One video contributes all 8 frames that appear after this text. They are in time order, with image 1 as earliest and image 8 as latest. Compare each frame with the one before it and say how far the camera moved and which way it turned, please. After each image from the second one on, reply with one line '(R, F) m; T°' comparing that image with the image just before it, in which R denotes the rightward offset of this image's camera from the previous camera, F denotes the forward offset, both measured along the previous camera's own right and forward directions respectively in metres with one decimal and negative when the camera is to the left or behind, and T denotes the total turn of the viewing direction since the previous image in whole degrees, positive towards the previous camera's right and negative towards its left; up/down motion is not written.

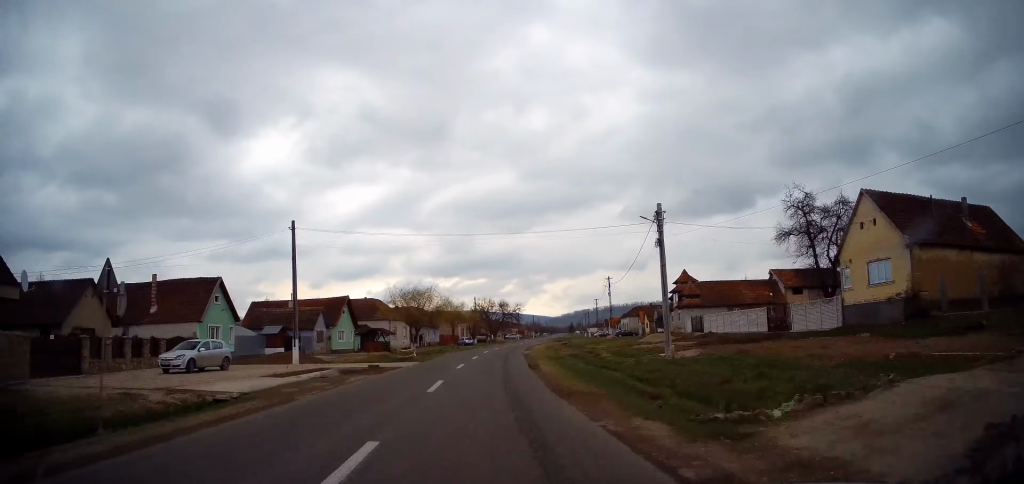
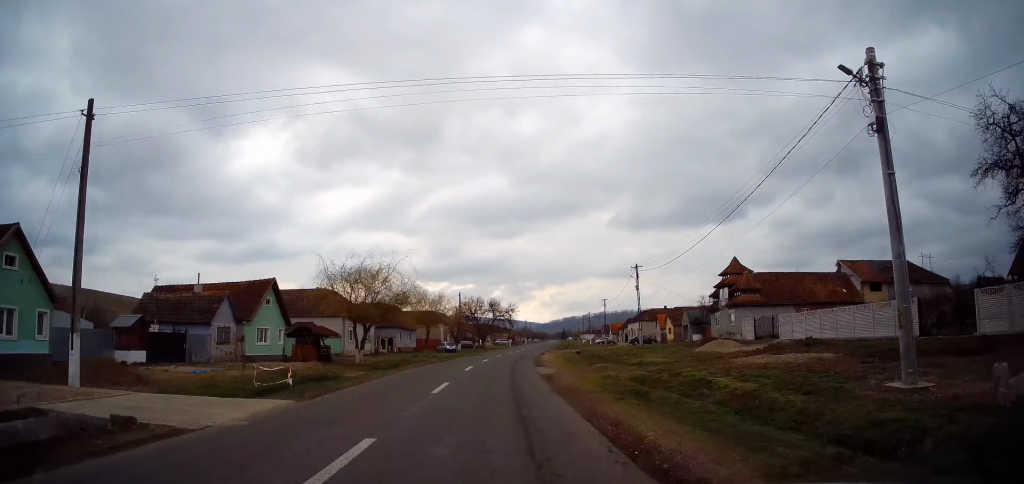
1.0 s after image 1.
(+0.5, +17.5) m; +2°
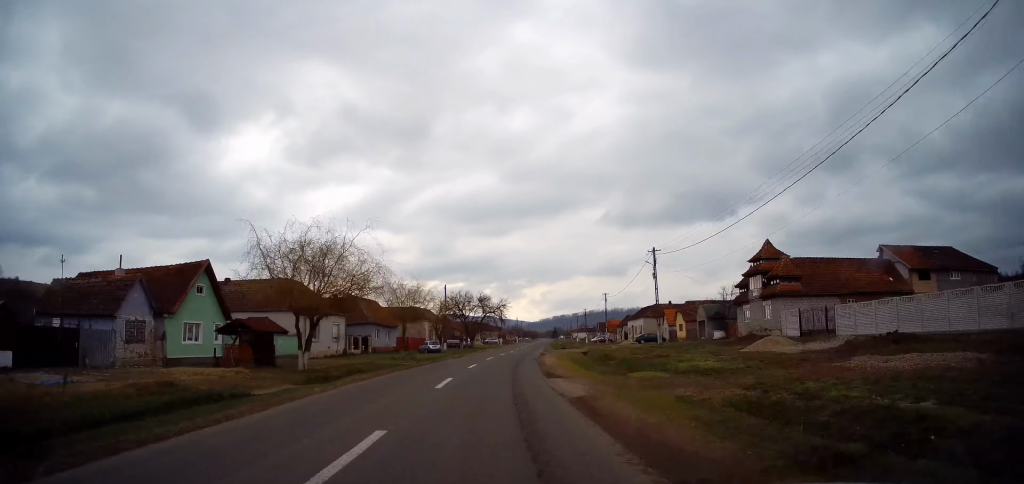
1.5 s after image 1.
(-0.1, +8.7) m; +1°
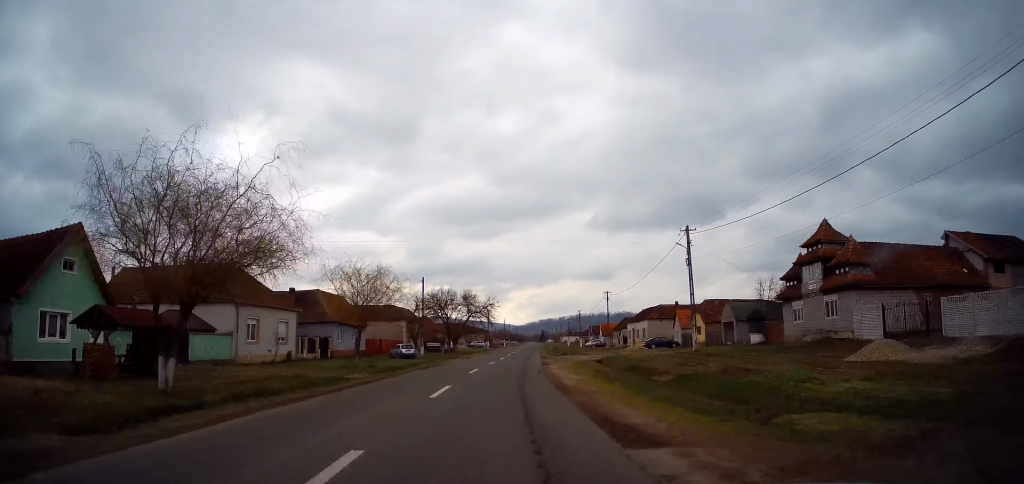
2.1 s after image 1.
(+0.2, +10.5) m; +1°
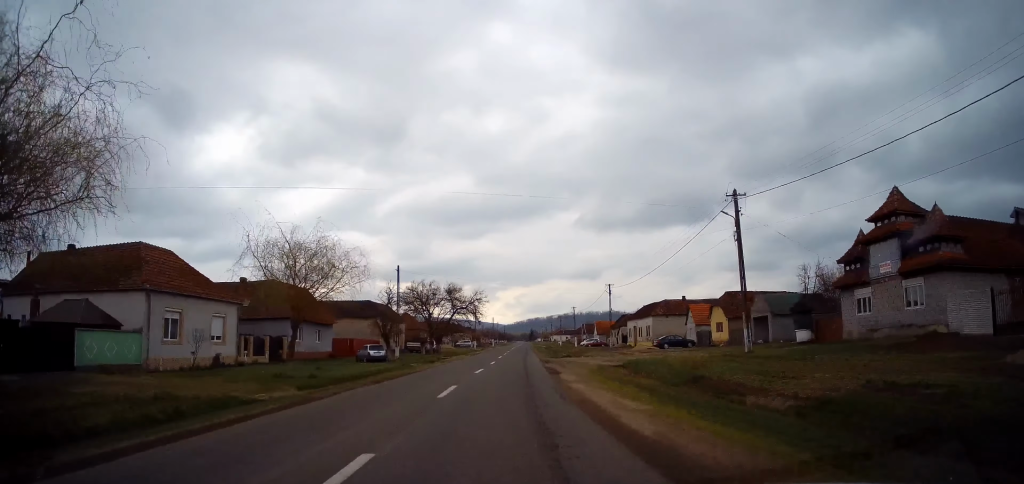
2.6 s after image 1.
(+0.2, +8.8) m; +1°
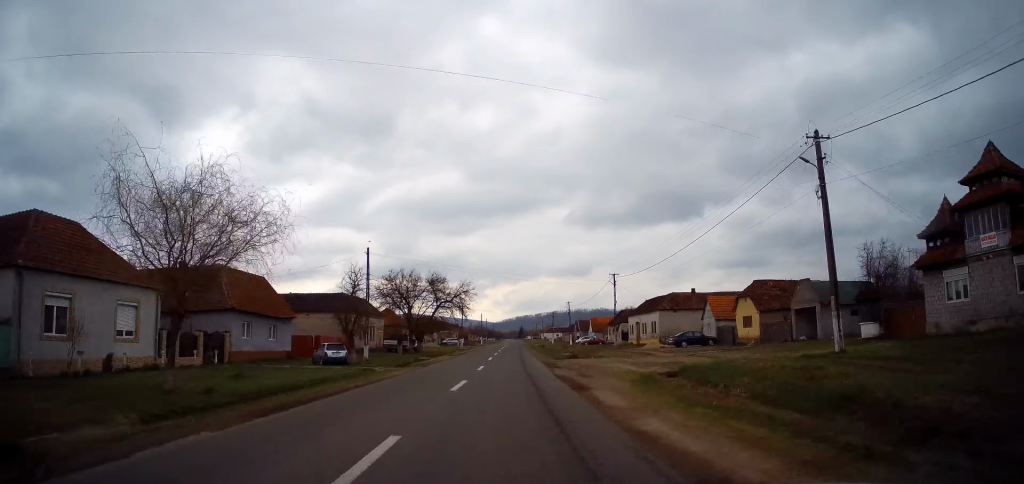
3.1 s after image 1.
(0.0, +8.3) m; +1°
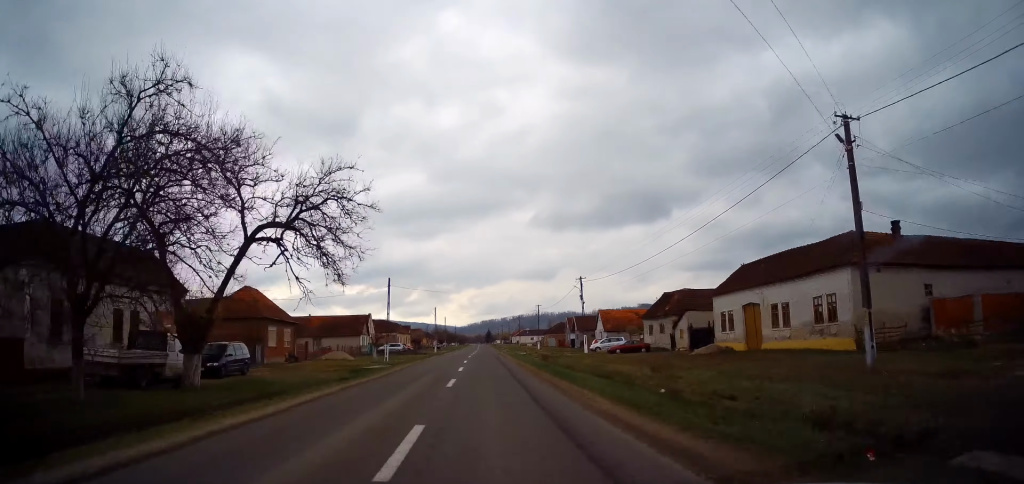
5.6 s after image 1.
(+1.7, +44.8) m; +3°
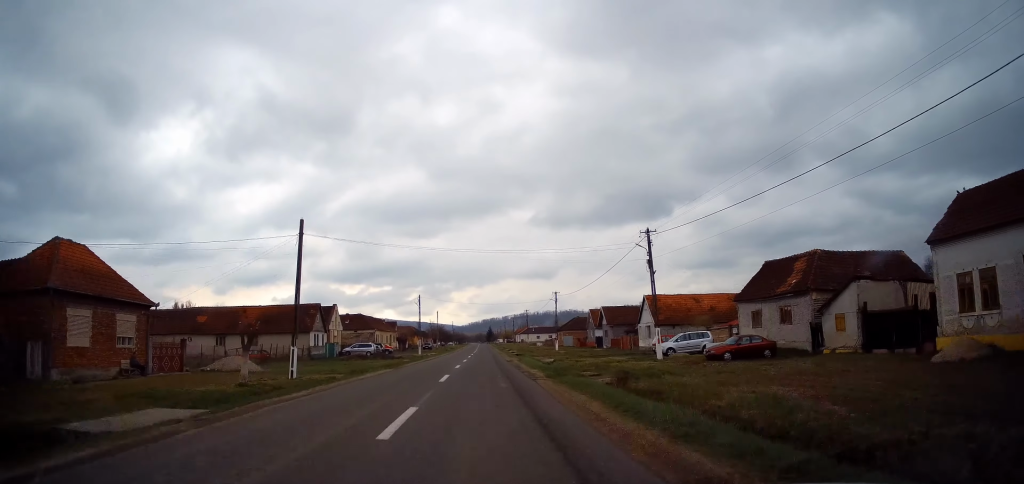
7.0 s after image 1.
(+0.1, +25.0) m; +1°
